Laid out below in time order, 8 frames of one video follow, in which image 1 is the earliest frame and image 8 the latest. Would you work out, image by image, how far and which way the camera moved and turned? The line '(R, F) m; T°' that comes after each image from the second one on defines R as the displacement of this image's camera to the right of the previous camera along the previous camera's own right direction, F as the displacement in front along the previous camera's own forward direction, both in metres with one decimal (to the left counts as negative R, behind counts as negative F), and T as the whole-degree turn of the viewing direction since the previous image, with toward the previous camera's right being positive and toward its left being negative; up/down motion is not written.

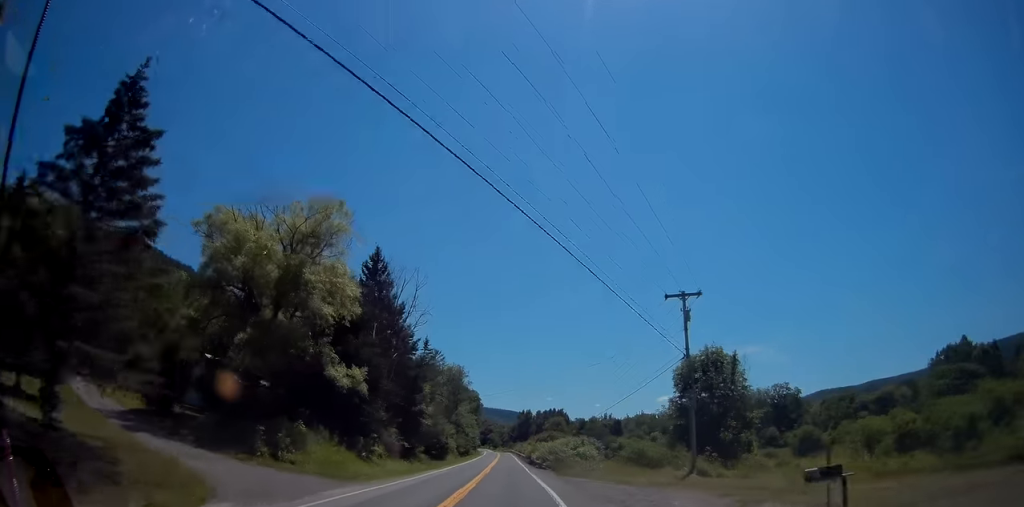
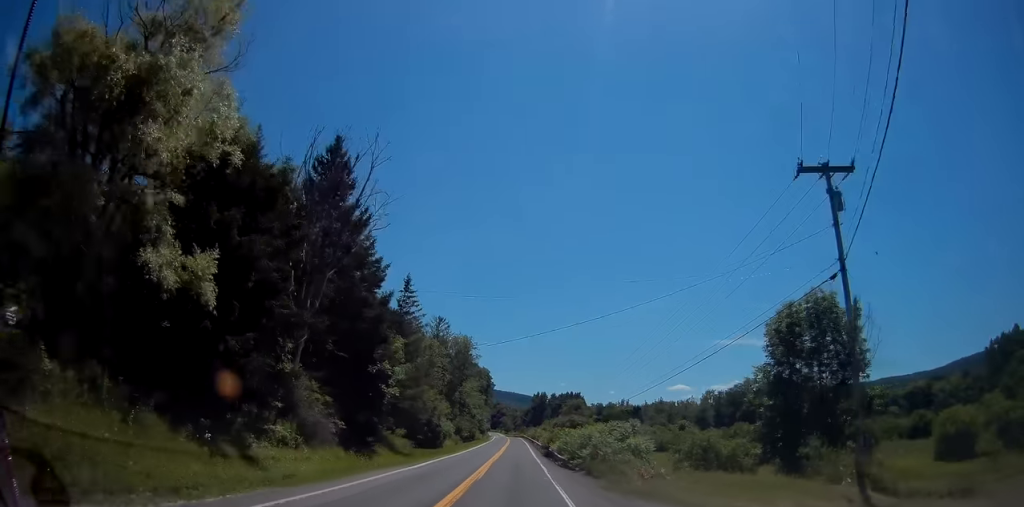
(-0.2, +18.1) m; -1°
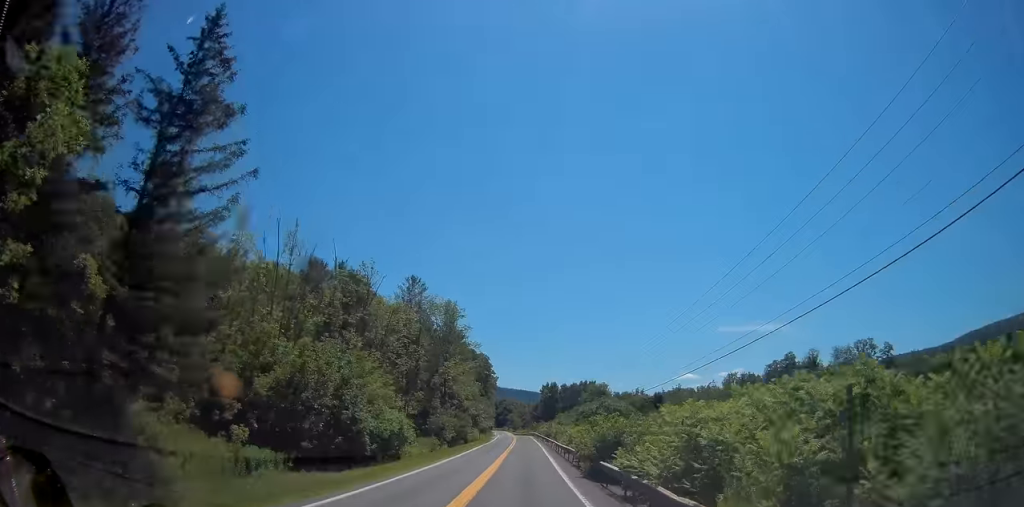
(-0.4, +30.4) m; -2°
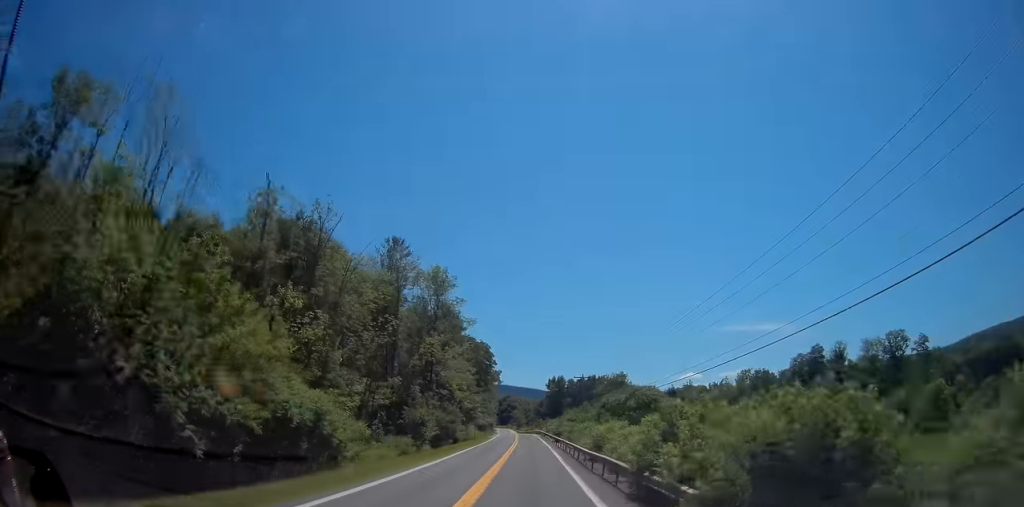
(-0.3, +15.6) m; -1°
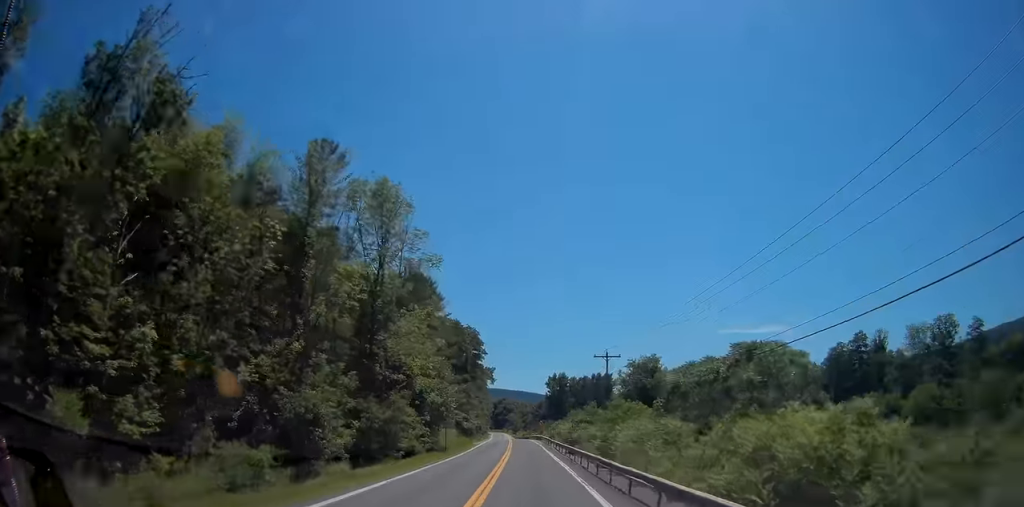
(-0.1, +24.9) m; 0°
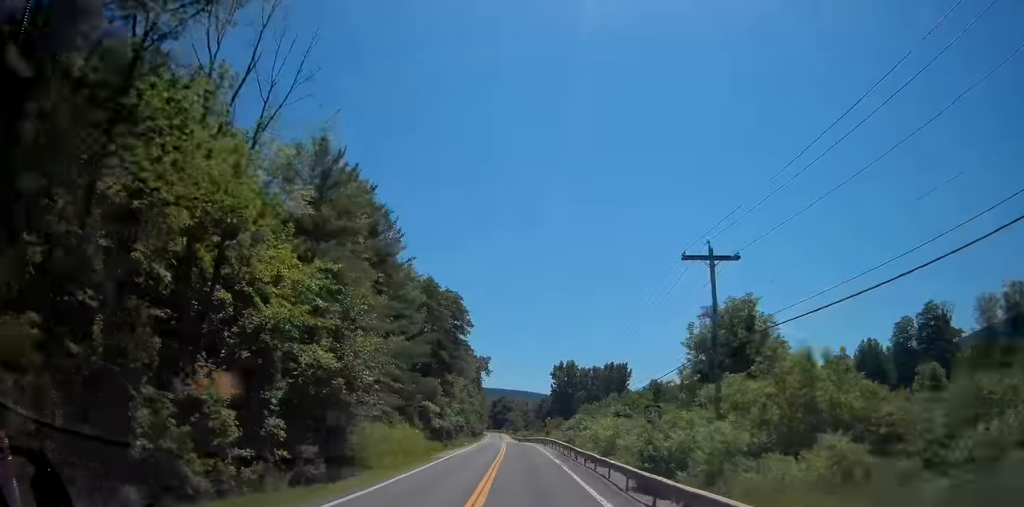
(+0.1, +29.7) m; -1°
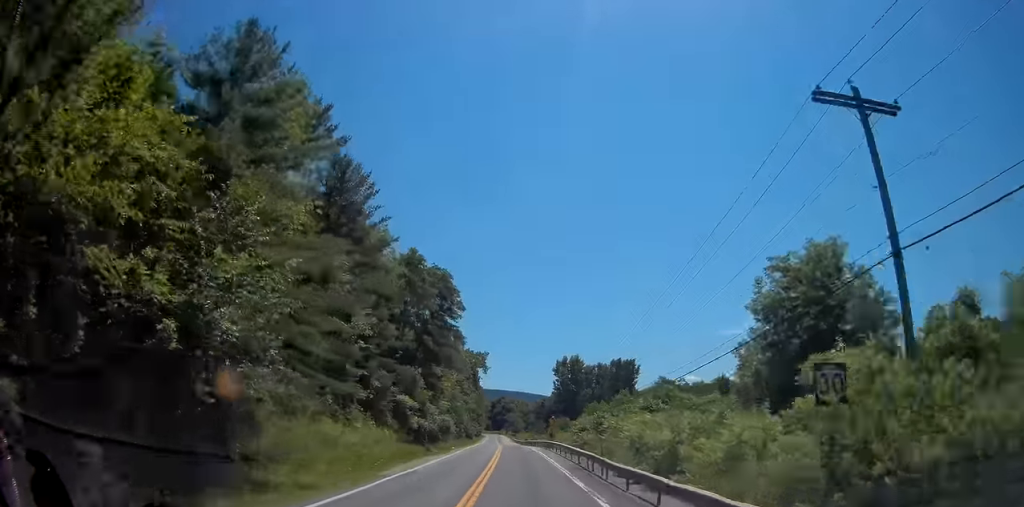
(-0.2, +12.1) m; 0°
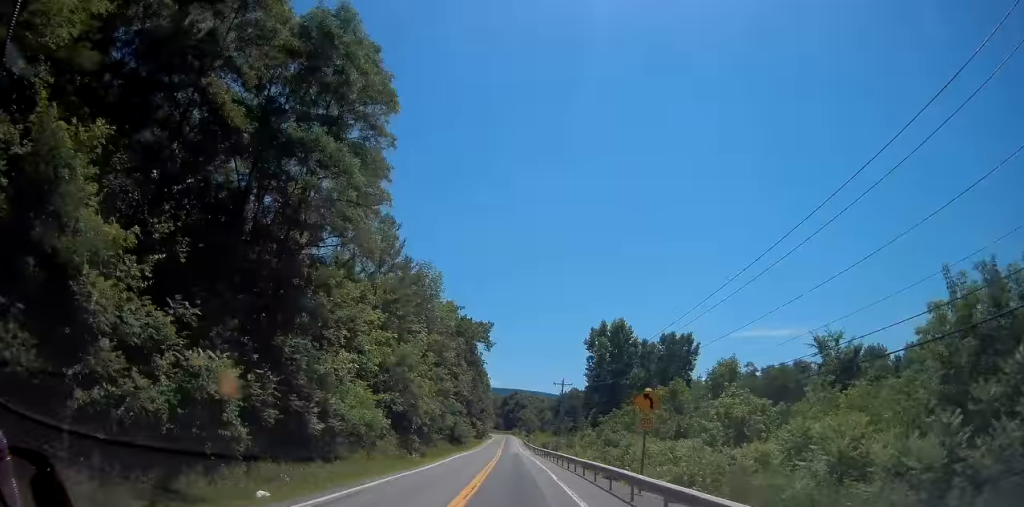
(0.0, +44.4) m; 0°
